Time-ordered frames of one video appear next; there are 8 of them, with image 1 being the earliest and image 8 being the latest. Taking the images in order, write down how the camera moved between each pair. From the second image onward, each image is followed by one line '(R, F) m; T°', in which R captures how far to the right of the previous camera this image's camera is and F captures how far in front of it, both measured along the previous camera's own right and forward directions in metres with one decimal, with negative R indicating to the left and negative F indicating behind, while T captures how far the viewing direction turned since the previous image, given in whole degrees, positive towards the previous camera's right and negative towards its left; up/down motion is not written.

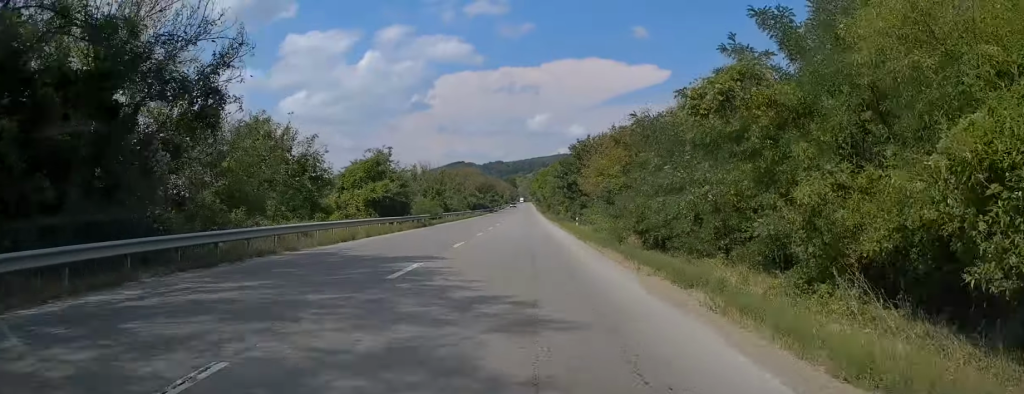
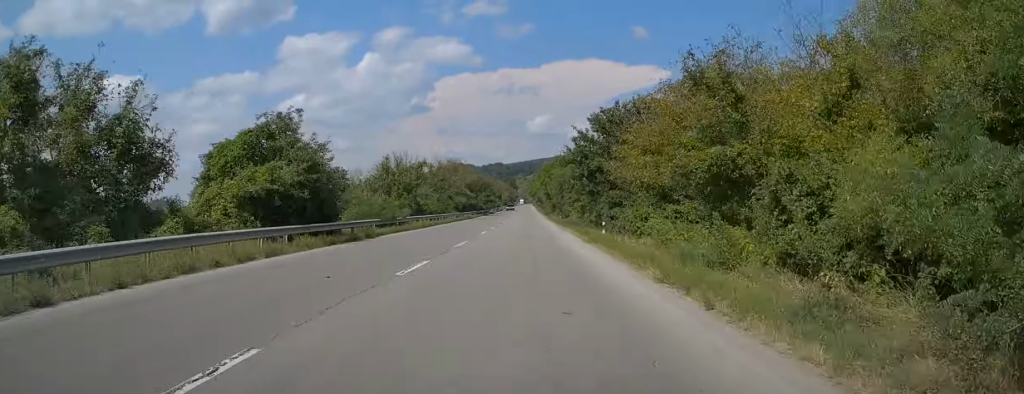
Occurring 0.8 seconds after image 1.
(0.0, +17.4) m; 0°
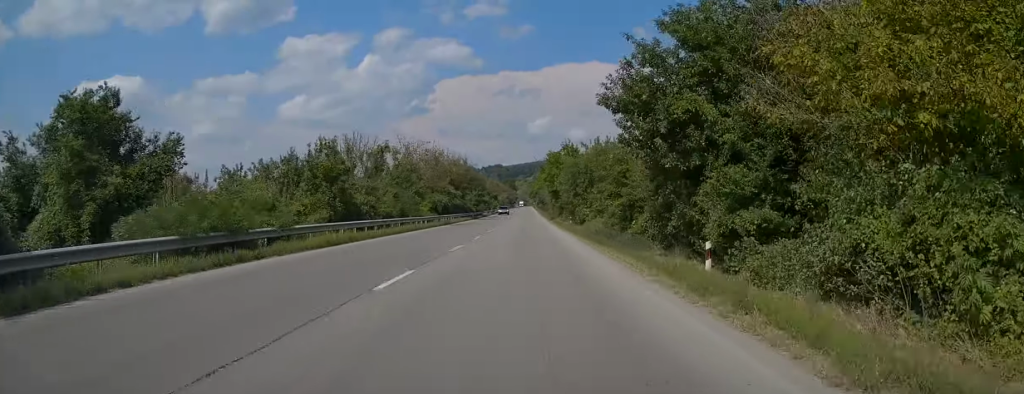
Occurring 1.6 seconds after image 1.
(-0.2, +19.6) m; 0°
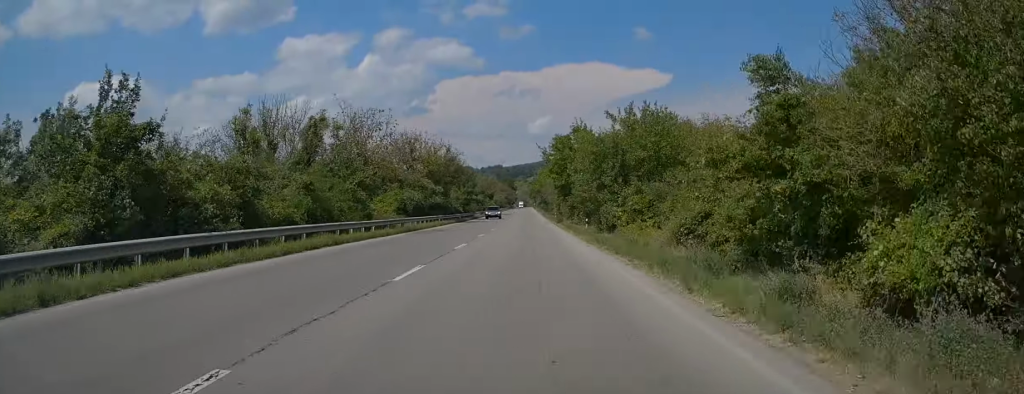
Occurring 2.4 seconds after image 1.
(-0.2, +16.7) m; 0°
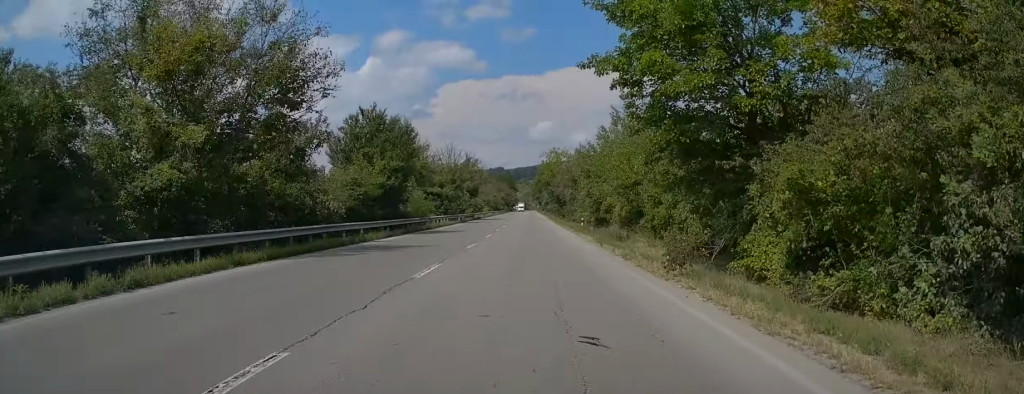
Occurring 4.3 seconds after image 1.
(+0.5, +43.9) m; 0°
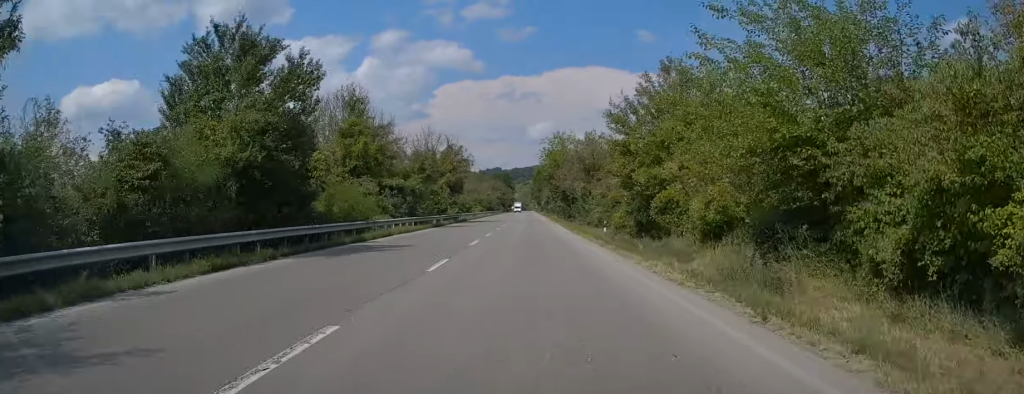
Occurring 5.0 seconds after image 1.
(-0.3, +16.6) m; 0°
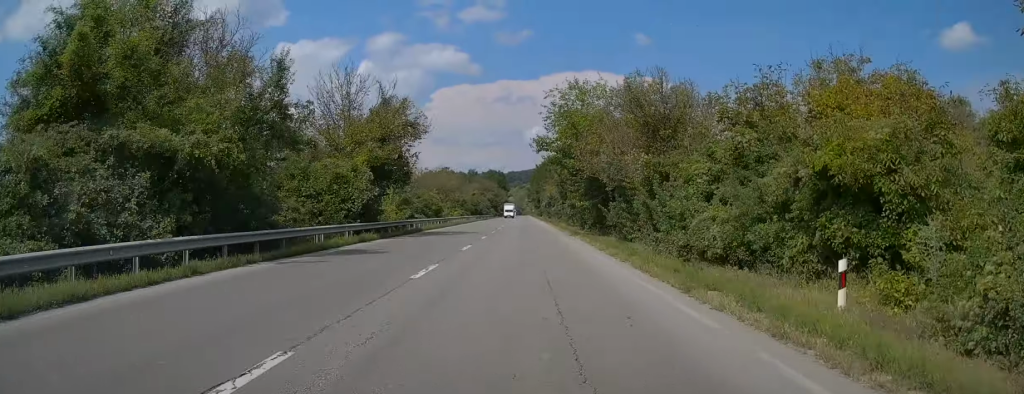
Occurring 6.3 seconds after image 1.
(+0.4, +27.8) m; +1°
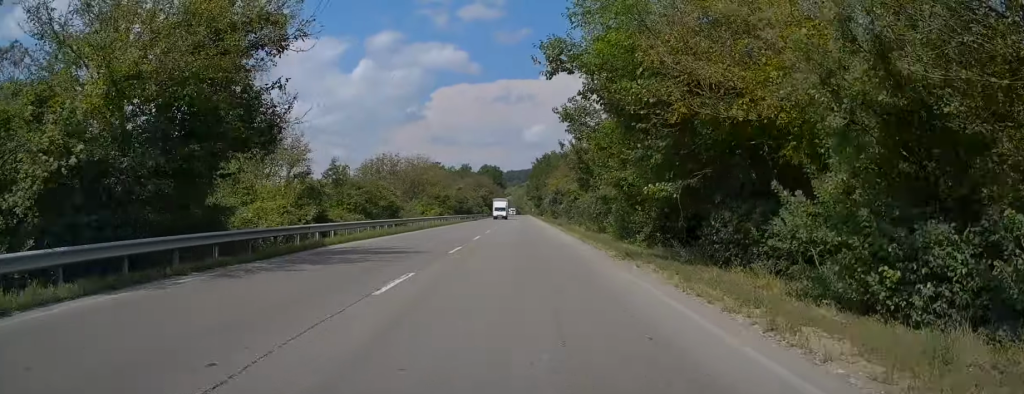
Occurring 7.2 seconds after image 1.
(+0.1, +20.3) m; -1°
